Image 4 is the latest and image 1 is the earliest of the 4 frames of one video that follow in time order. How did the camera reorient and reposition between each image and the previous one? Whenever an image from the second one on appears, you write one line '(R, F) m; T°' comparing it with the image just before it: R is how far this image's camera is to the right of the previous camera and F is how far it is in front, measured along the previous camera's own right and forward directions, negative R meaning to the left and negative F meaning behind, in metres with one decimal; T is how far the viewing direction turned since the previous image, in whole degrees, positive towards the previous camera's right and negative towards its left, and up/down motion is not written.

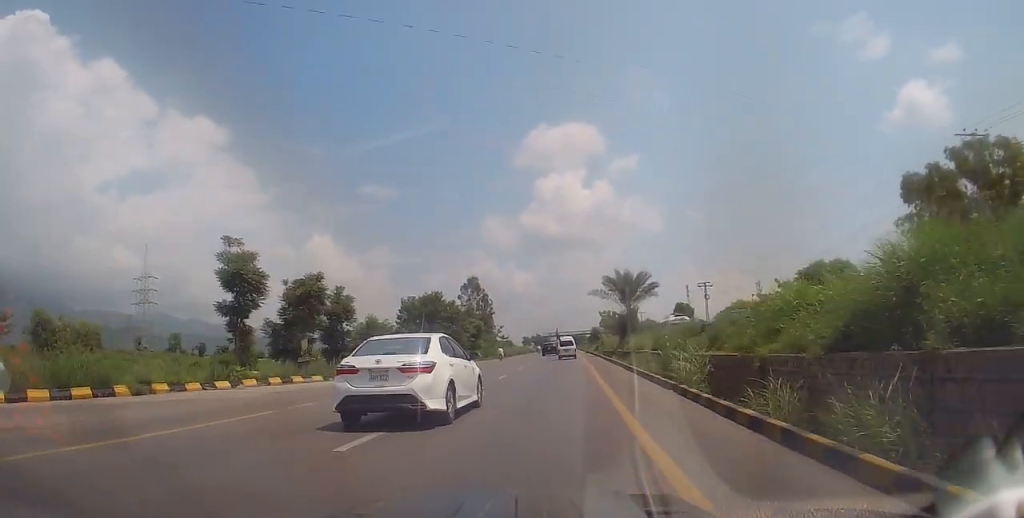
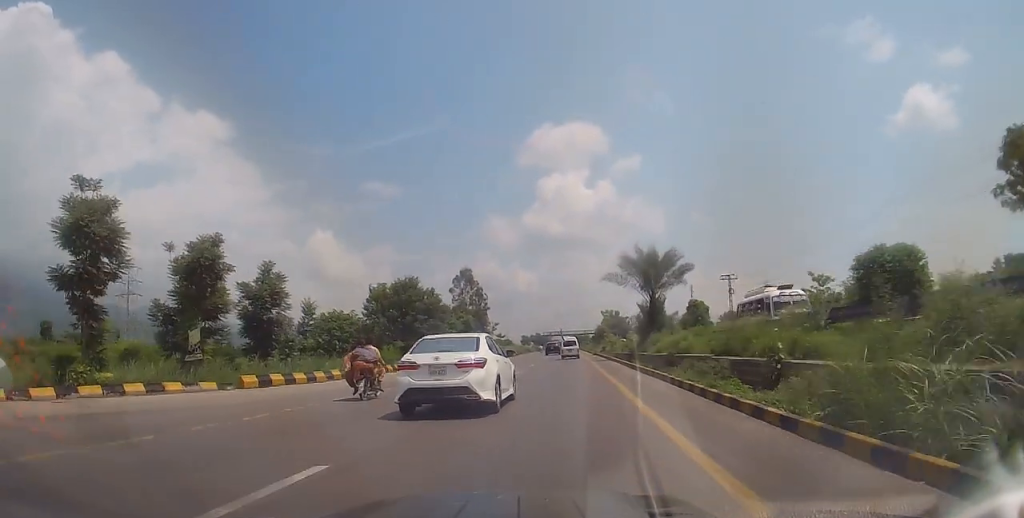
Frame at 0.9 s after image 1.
(-0.3, +12.6) m; -1°
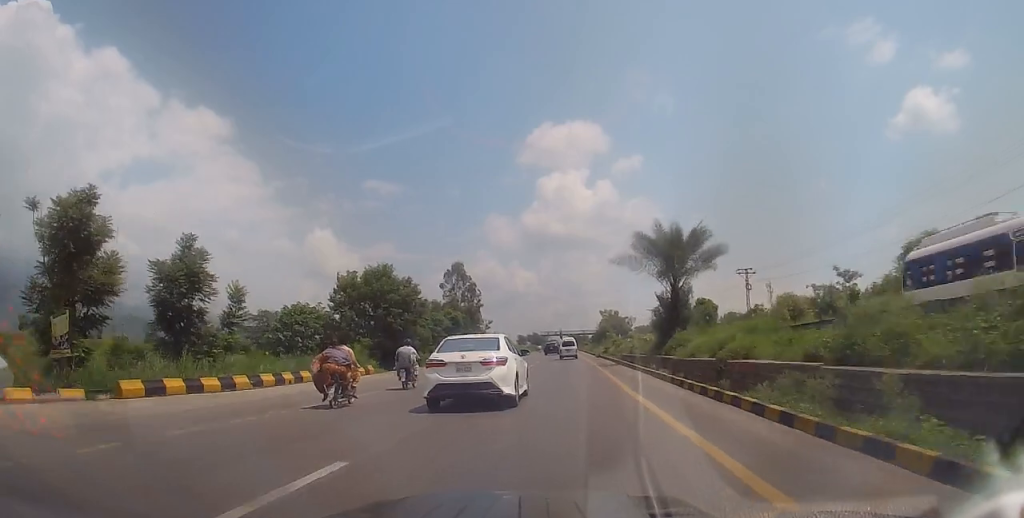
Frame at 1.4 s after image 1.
(+0.1, +8.2) m; +1°
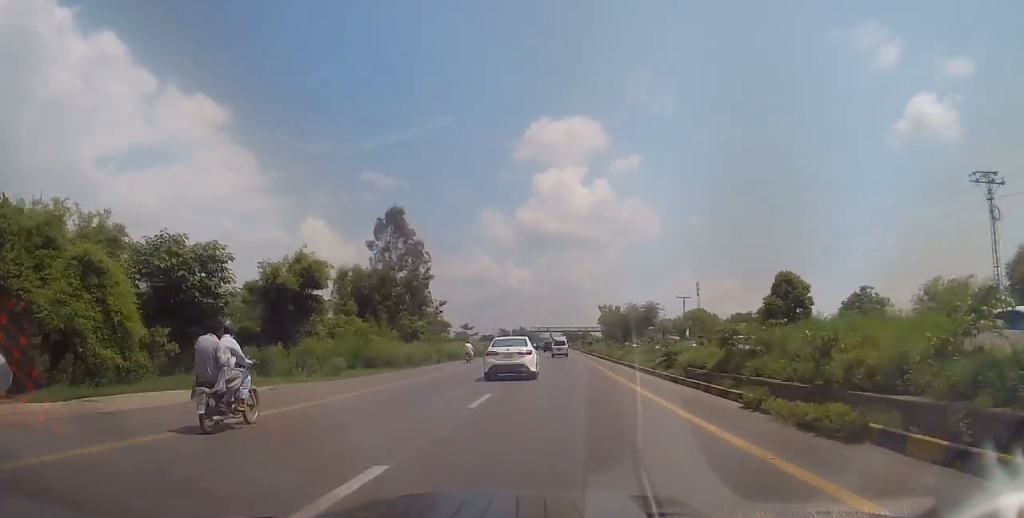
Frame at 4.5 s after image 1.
(+0.6, +44.7) m; 0°
